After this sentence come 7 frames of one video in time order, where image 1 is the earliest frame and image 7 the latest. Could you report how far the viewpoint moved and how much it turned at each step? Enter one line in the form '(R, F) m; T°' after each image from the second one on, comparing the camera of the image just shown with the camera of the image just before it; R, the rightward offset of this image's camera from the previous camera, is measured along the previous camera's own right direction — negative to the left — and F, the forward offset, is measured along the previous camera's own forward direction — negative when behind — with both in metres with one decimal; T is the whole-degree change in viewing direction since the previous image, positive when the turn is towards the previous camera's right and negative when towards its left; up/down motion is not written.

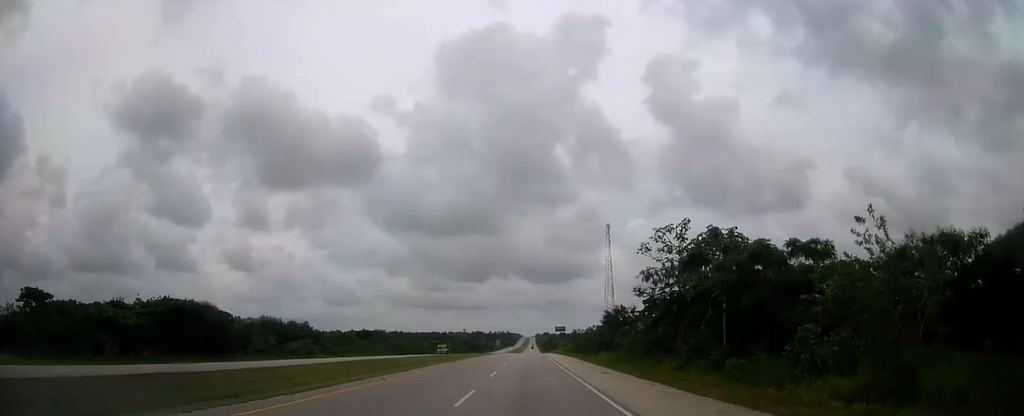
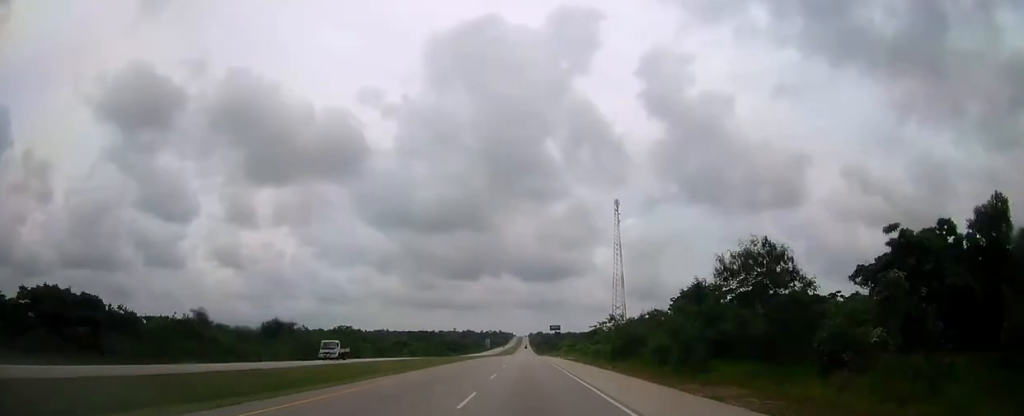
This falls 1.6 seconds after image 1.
(+0.2, +47.5) m; 0°
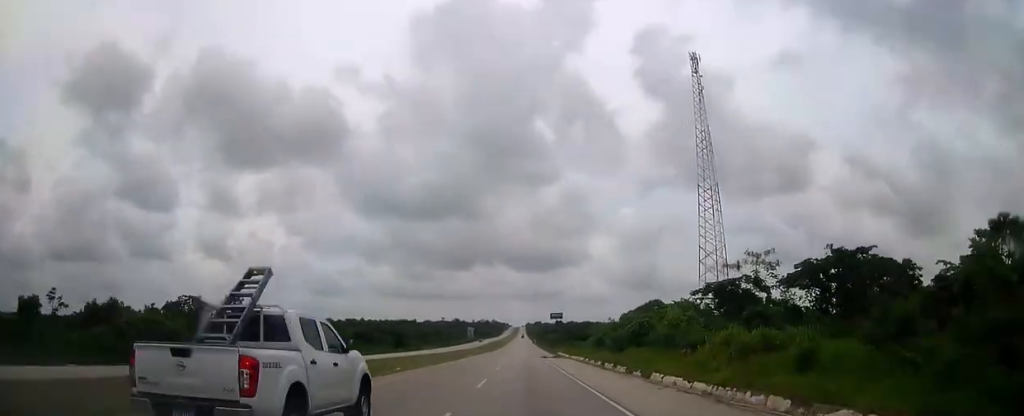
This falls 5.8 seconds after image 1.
(+0.8, +126.7) m; +1°
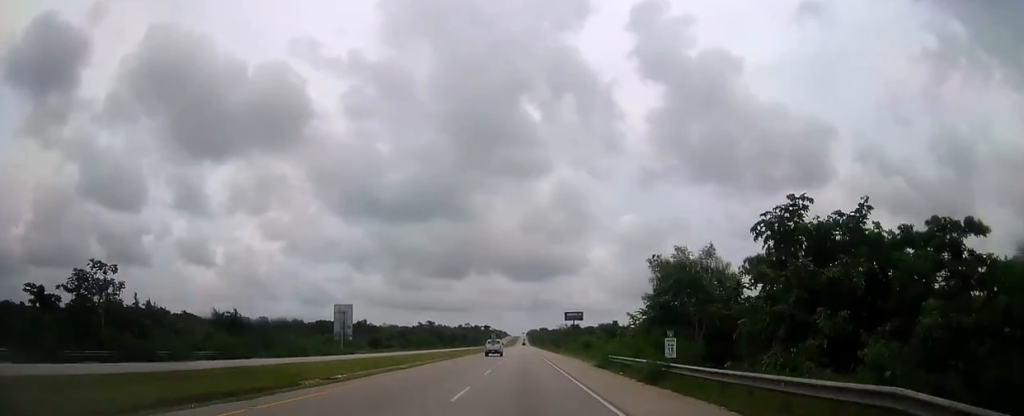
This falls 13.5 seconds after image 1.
(-0.5, +241.6) m; 0°
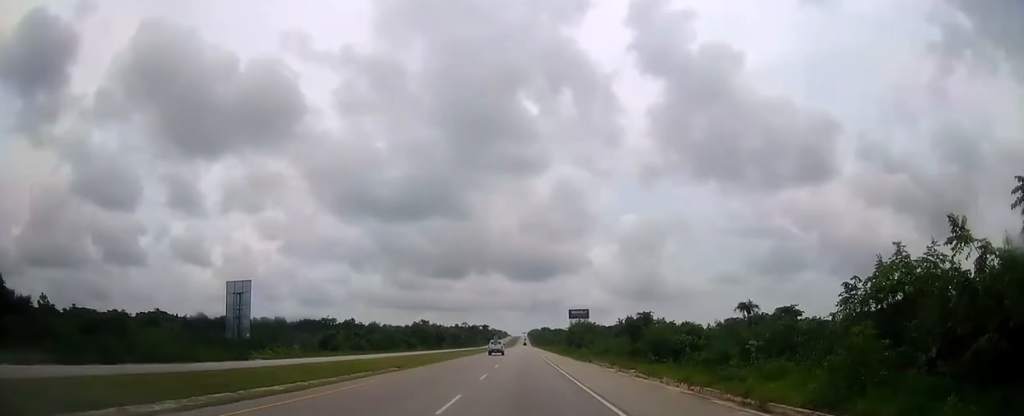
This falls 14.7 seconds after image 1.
(0.0, +37.9) m; 0°
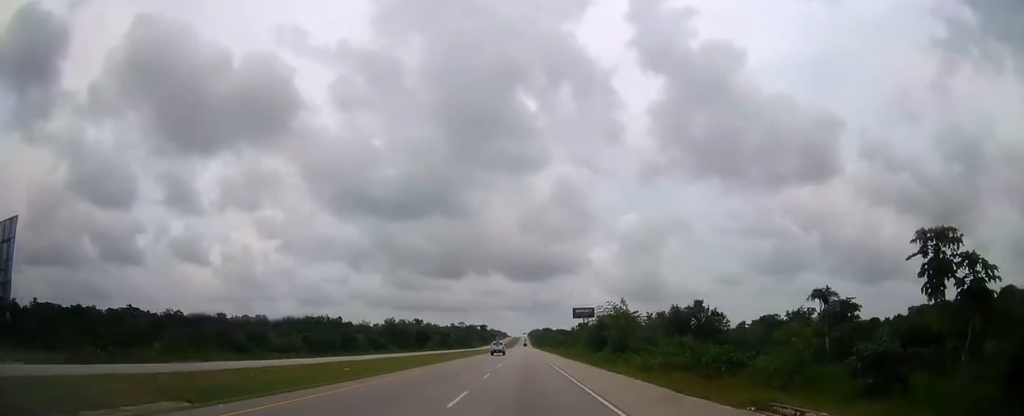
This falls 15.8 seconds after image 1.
(0.0, +34.8) m; 0°
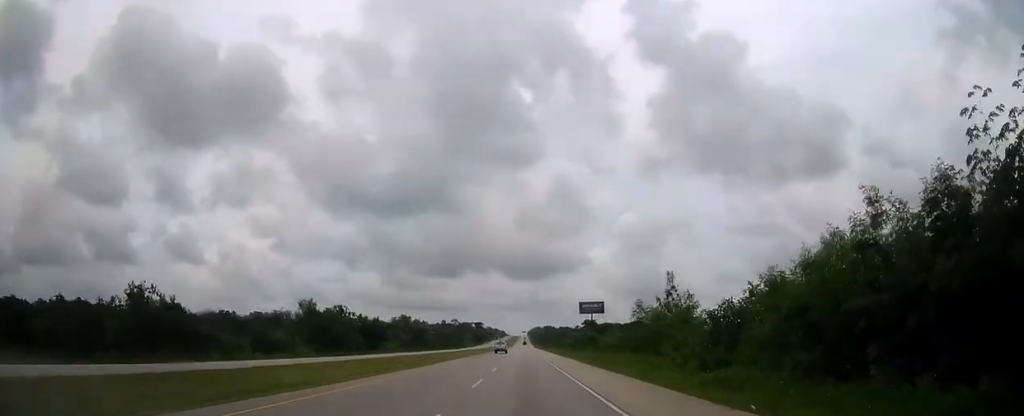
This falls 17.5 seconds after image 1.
(0.0, +54.4) m; 0°
